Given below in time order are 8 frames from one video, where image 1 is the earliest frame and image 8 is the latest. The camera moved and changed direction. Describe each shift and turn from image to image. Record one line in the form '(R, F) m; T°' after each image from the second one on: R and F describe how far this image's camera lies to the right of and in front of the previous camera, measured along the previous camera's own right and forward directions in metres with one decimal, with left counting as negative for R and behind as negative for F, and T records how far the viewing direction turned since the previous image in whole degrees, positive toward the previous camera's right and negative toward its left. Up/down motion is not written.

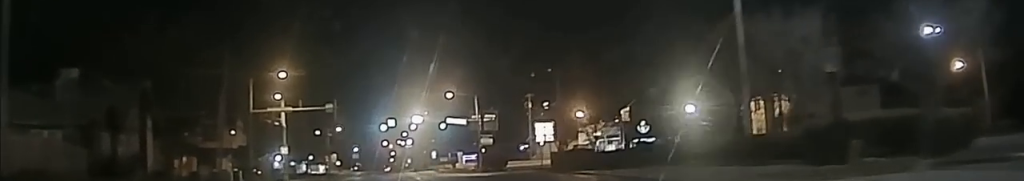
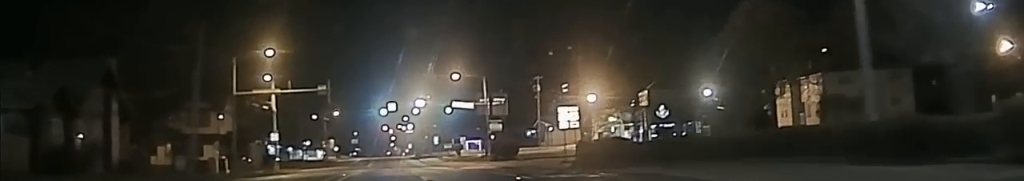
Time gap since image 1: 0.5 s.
(+0.2, +8.1) m; 0°
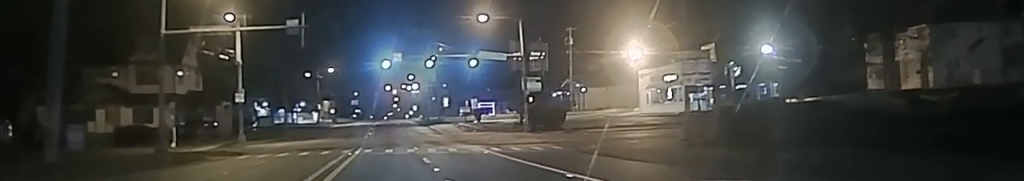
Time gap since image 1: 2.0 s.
(-0.7, +21.6) m; -3°
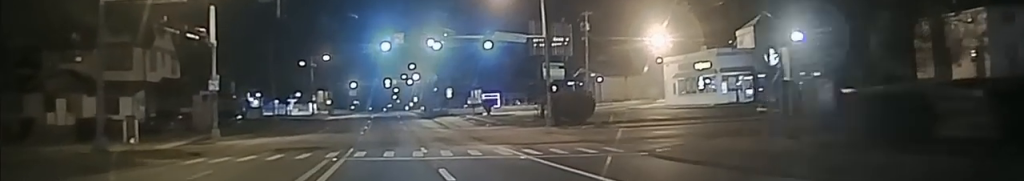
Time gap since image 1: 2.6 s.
(0.0, +9.3) m; -1°
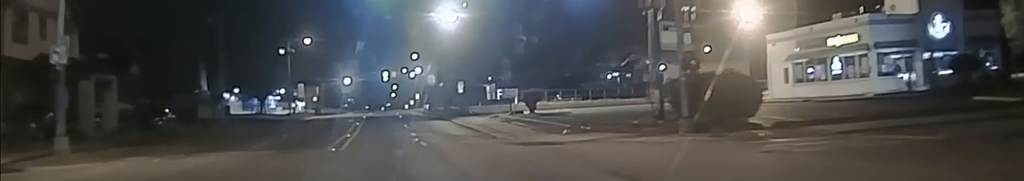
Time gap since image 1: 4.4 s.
(-0.4, +24.2) m; 0°
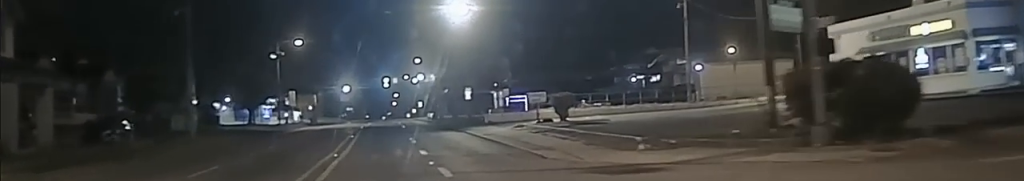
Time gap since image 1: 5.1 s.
(0.0, +11.8) m; +1°
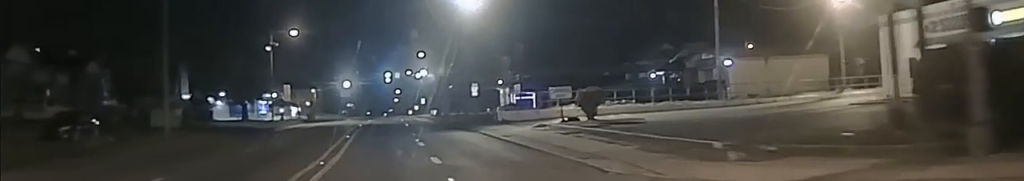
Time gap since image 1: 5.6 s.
(0.0, +6.7) m; 0°
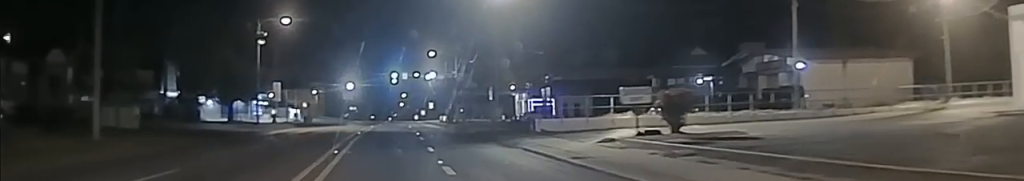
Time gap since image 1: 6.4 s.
(+0.2, +13.0) m; -1°
